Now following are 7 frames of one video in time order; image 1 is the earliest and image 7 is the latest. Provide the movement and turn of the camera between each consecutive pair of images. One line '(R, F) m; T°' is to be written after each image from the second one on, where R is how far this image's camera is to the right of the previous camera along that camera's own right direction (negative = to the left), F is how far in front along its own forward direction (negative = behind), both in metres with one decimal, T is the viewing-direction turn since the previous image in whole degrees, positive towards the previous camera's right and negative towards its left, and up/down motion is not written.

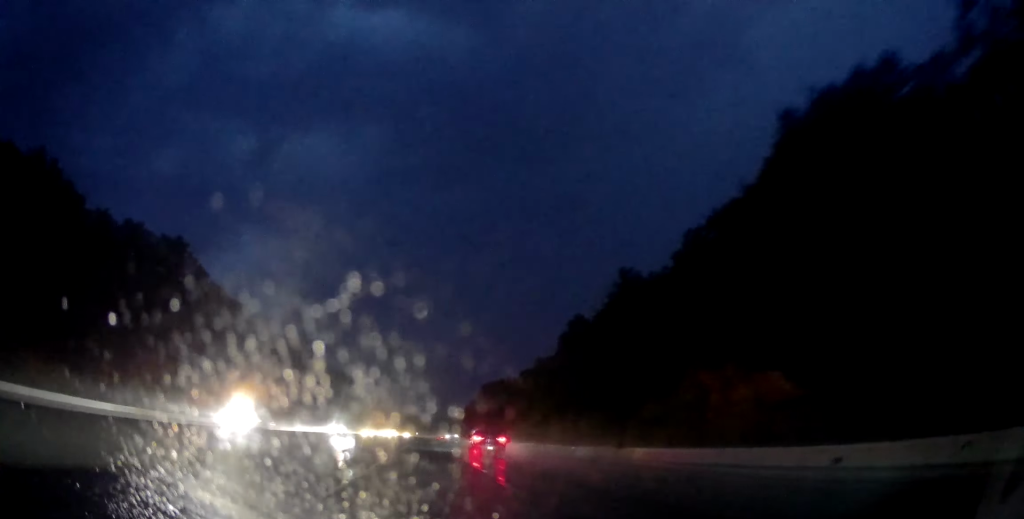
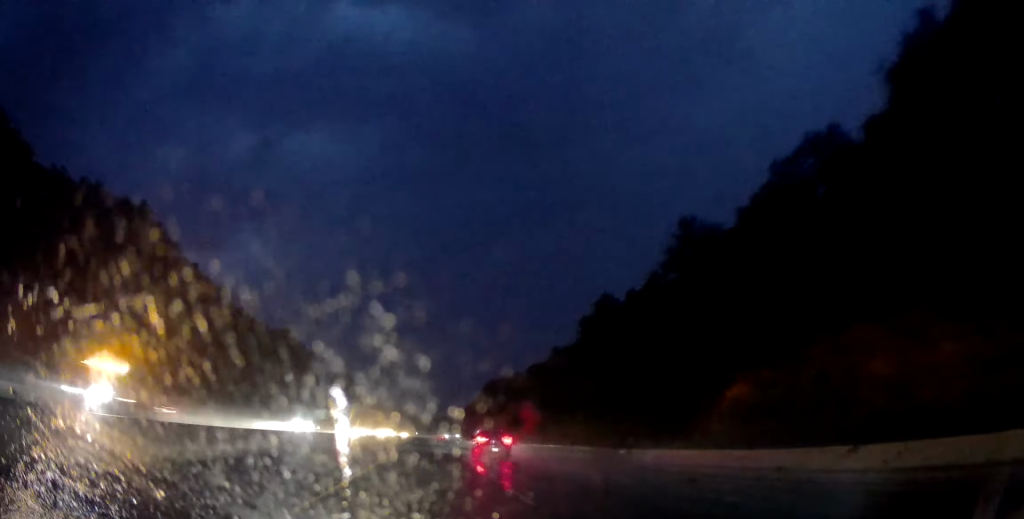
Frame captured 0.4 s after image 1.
(+0.1, +13.7) m; 0°
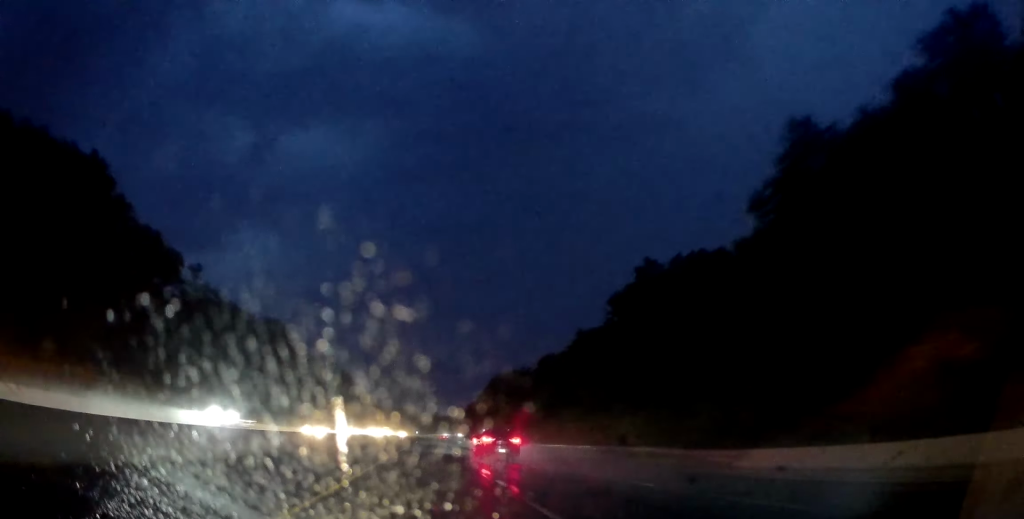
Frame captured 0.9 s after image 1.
(+0.2, +14.8) m; 0°
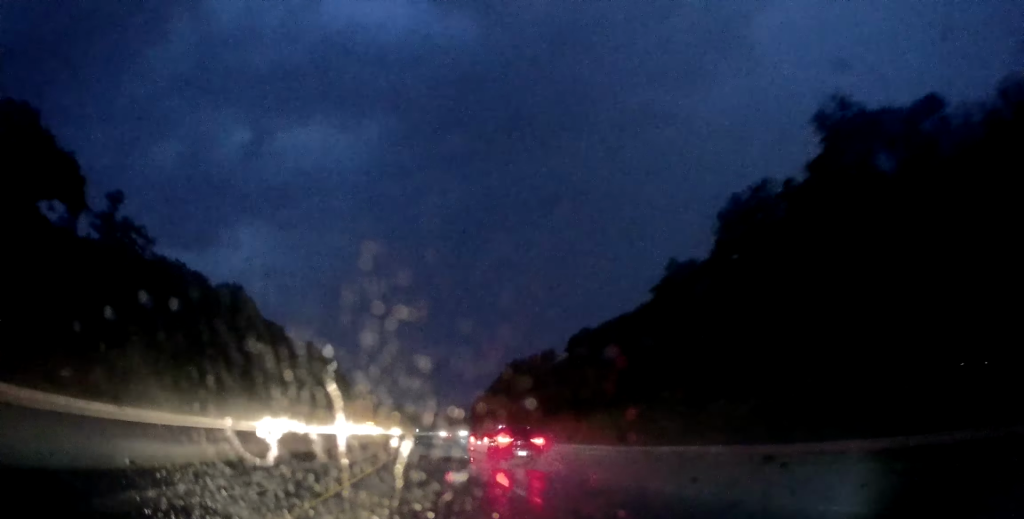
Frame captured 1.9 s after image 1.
(-0.4, +32.0) m; 0°
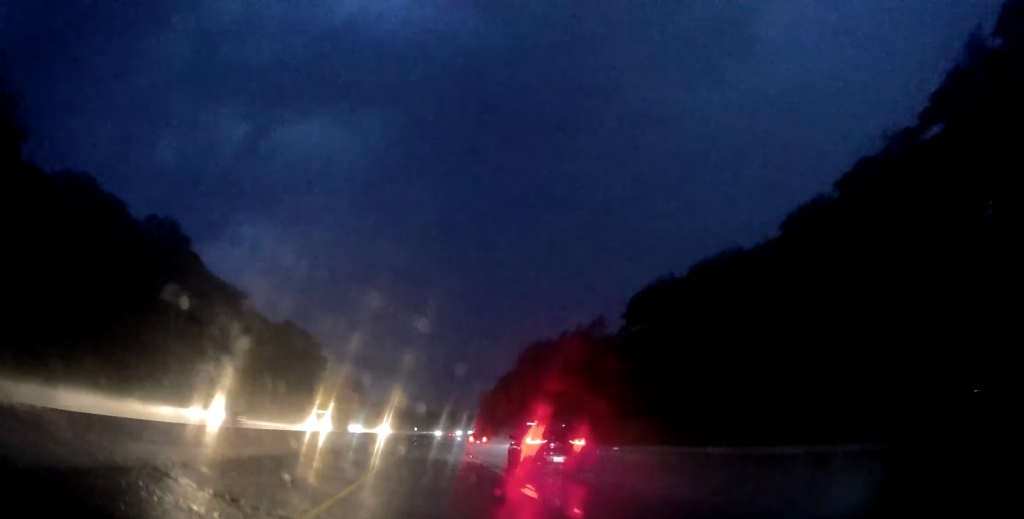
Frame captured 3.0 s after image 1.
(+0.4, +35.1) m; 0°
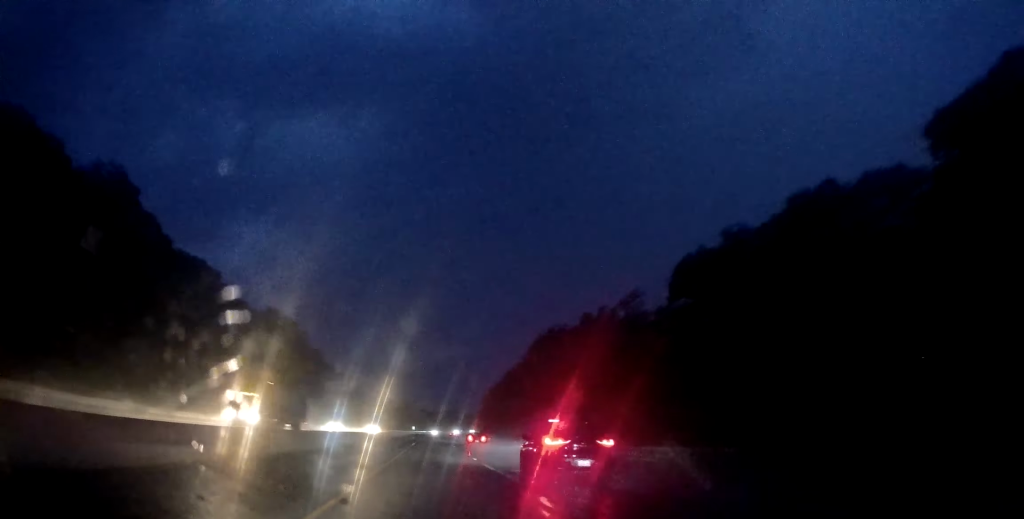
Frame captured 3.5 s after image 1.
(-0.1, +17.0) m; 0°
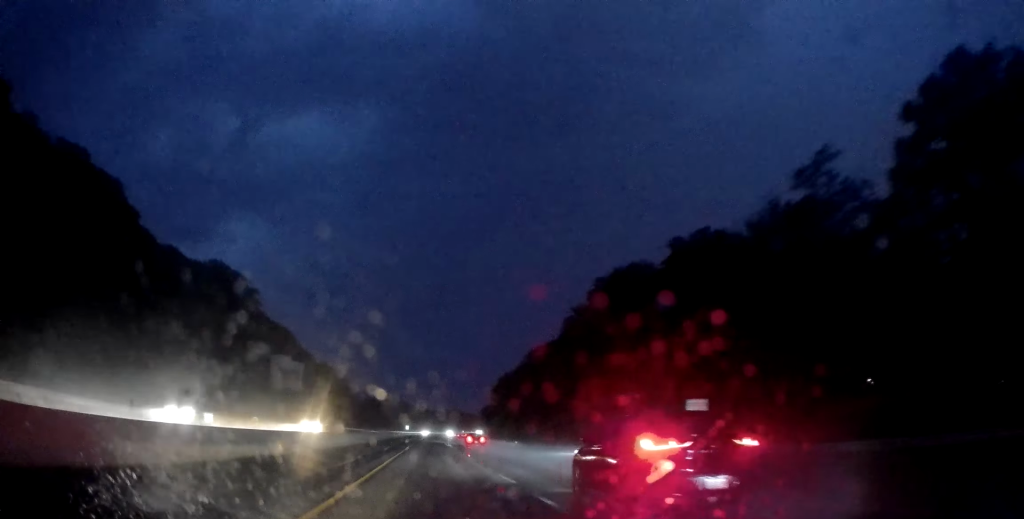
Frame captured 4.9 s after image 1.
(-0.3, +42.7) m; 0°
